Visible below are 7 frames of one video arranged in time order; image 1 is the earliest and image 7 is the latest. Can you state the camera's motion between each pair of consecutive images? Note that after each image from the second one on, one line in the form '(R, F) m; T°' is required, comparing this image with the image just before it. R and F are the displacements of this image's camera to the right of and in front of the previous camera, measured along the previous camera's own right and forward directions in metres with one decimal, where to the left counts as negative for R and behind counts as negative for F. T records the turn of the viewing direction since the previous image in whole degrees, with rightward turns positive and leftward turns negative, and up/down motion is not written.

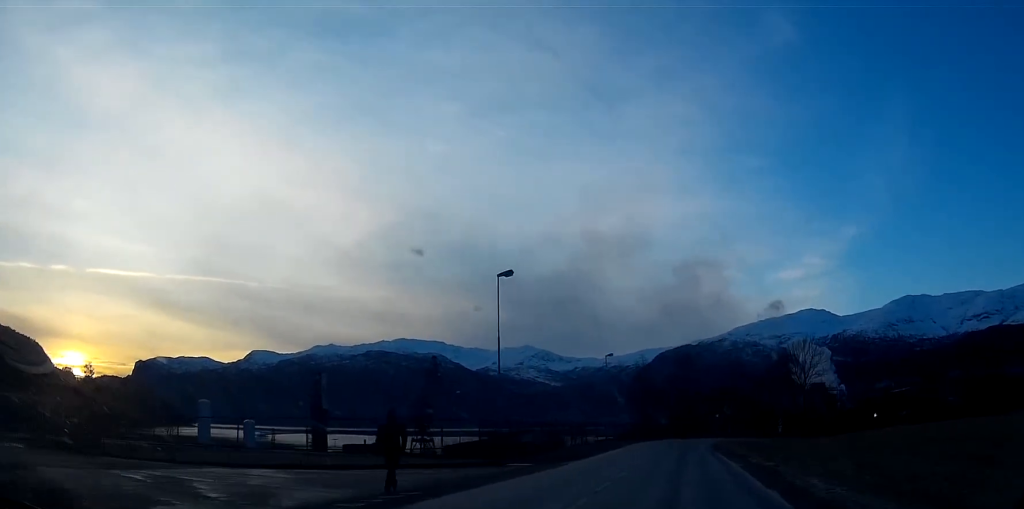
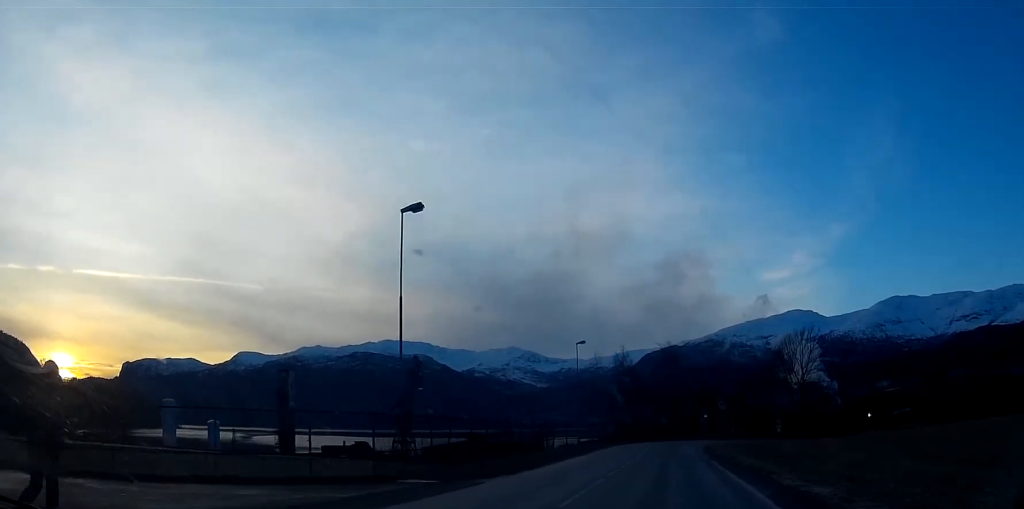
(+0.1, +11.5) m; 0°
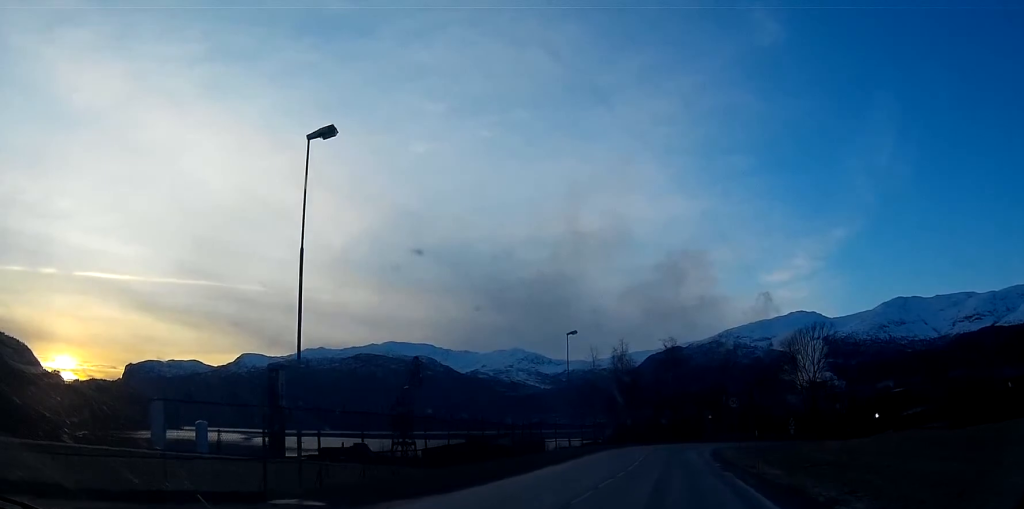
(0.0, +7.3) m; 0°
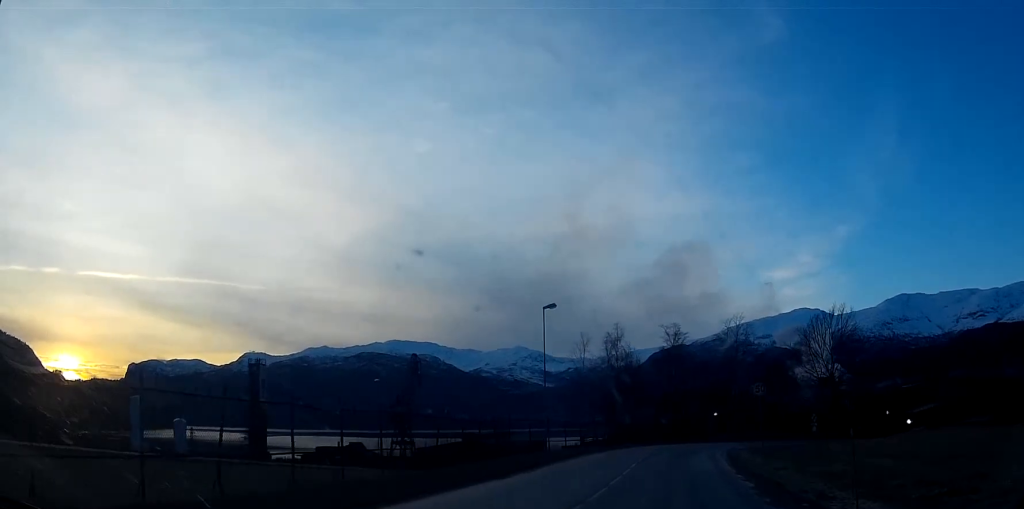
(0.0, +11.0) m; 0°
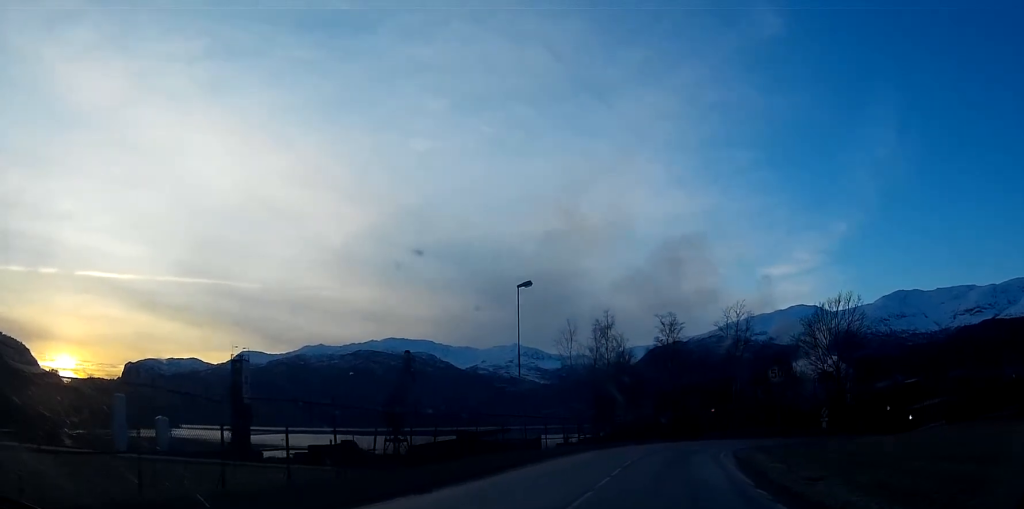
(0.0, +6.2) m; 0°
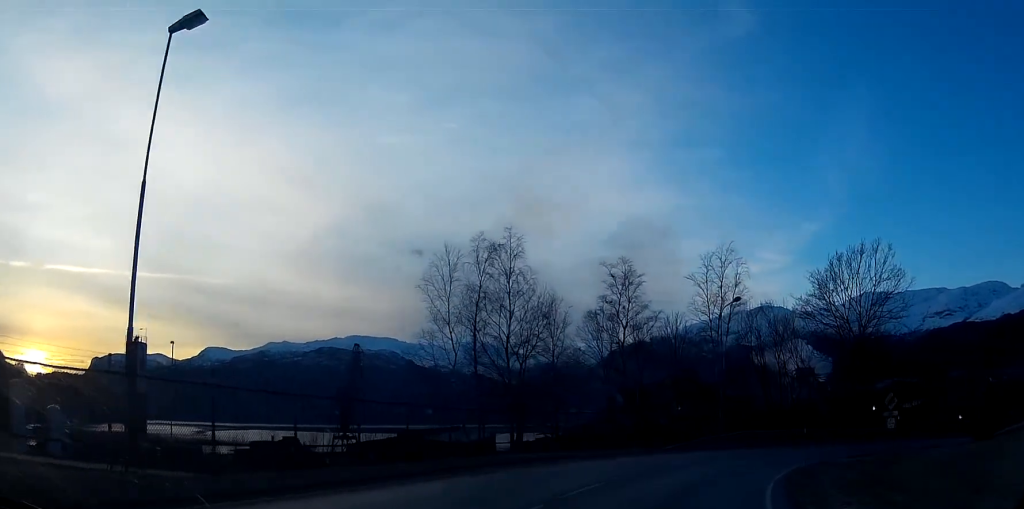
(+0.3, +27.0) m; +4°
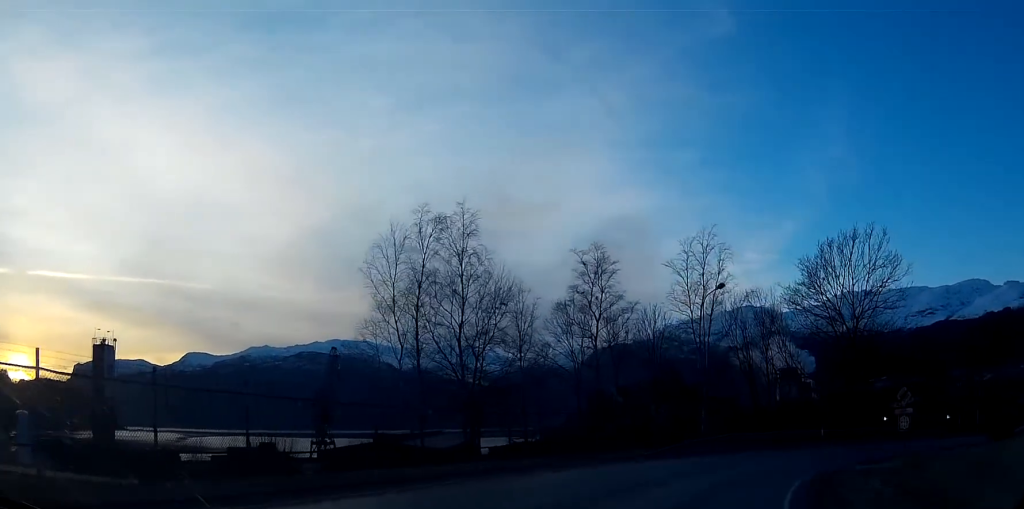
(+0.2, +4.9) m; +3°
